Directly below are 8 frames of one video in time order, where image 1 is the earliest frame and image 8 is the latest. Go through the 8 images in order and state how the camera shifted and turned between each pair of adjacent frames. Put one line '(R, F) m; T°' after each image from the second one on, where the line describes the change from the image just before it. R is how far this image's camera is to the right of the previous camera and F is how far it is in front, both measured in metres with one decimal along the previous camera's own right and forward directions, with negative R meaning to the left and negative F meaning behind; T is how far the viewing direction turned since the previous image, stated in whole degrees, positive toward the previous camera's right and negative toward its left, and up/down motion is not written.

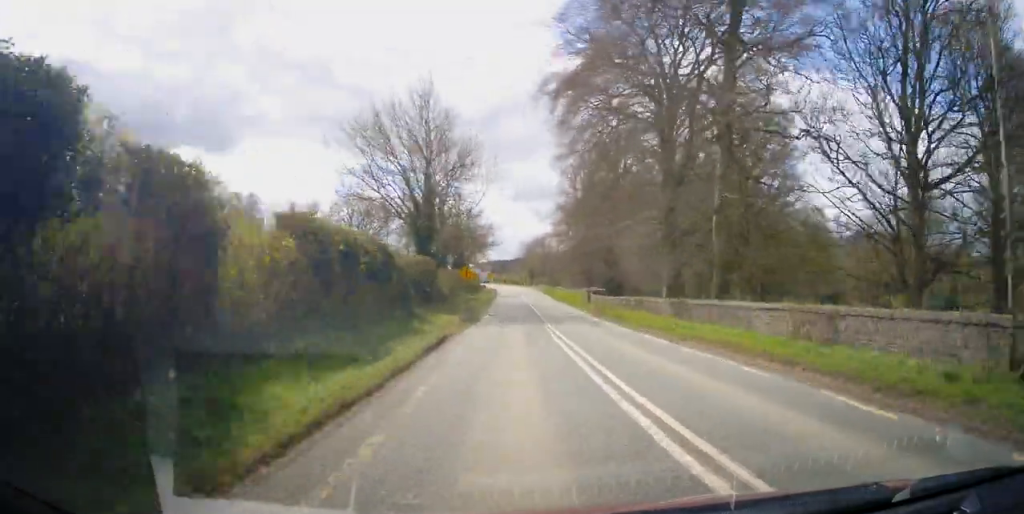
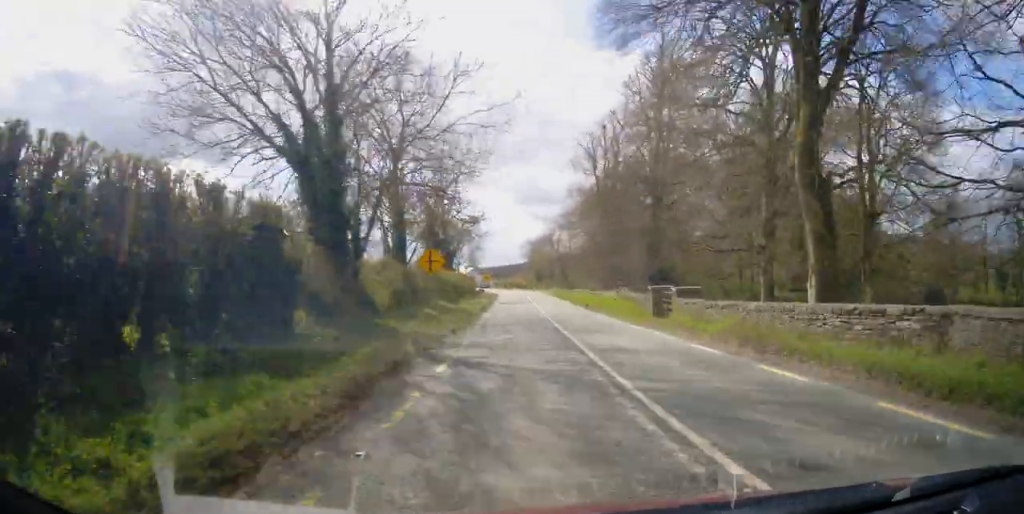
(-0.1, +21.1) m; -1°
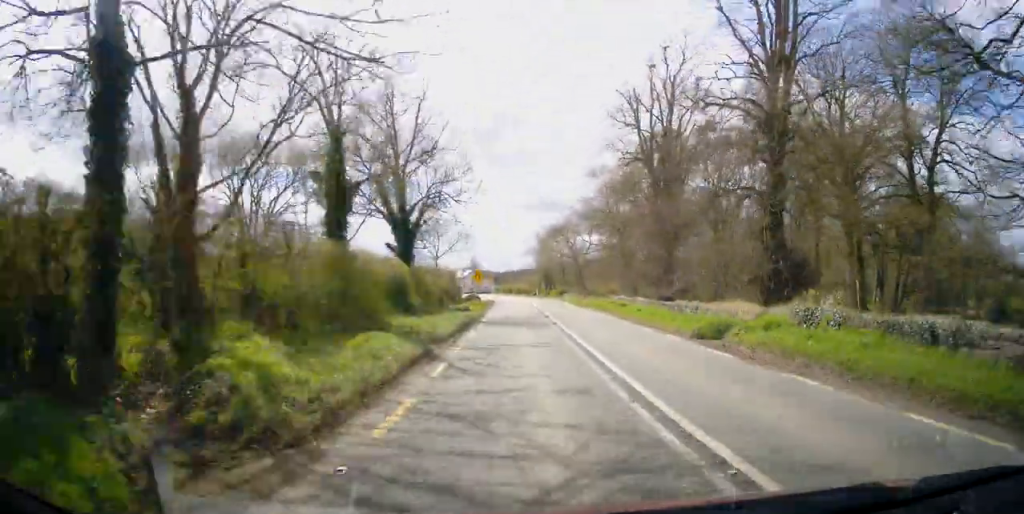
(-0.1, +23.9) m; 0°
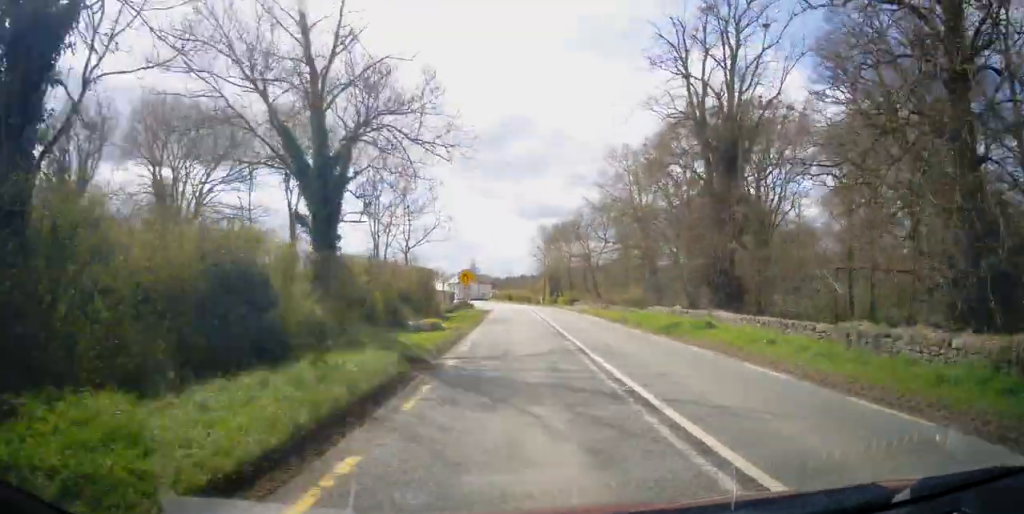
(0.0, +14.4) m; 0°
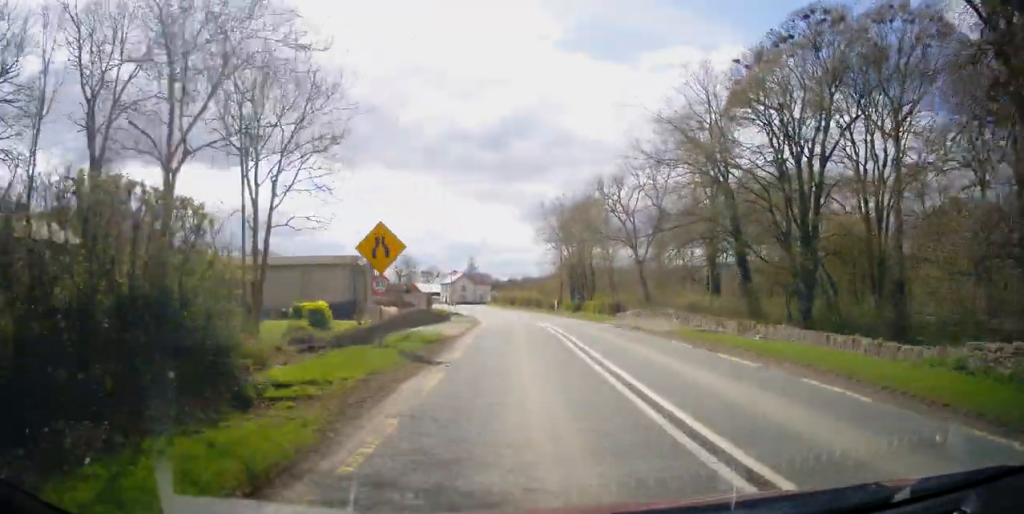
(0.0, +26.2) m; 0°
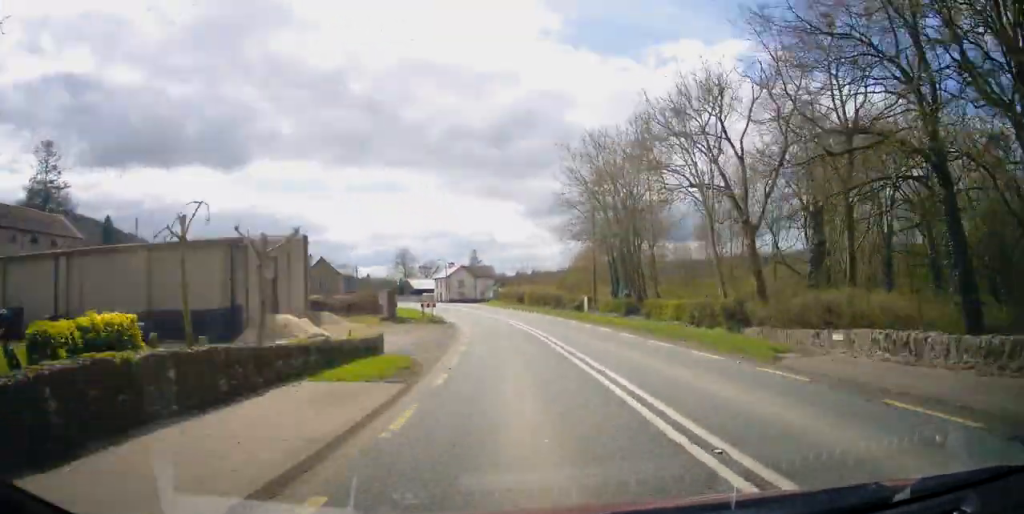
(+0.1, +22.1) m; -1°
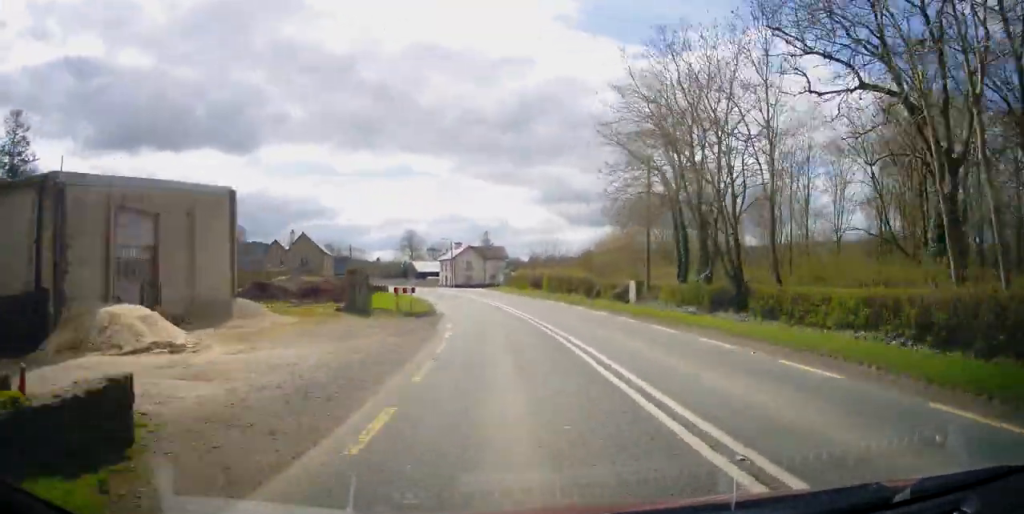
(0.0, +13.0) m; -1°
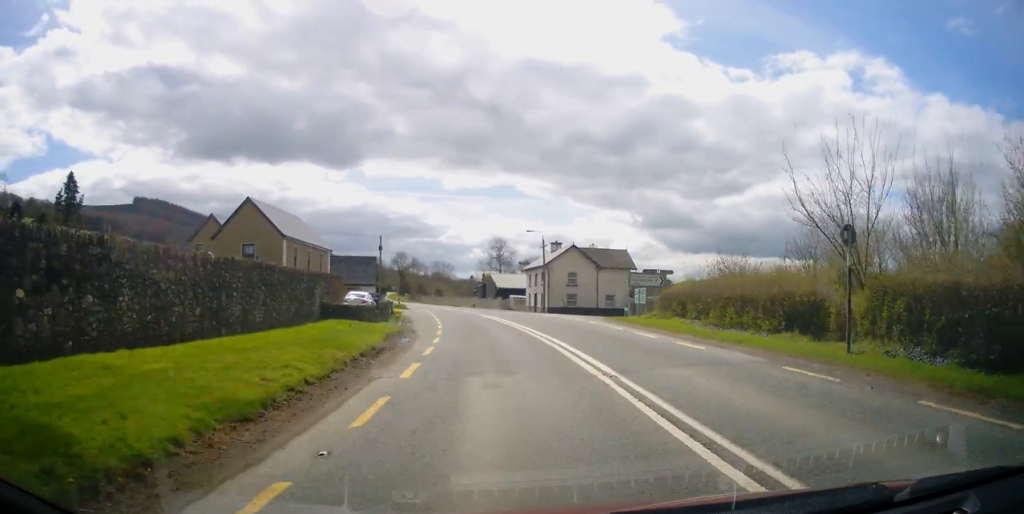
(-2.1, +38.2) m; -7°
